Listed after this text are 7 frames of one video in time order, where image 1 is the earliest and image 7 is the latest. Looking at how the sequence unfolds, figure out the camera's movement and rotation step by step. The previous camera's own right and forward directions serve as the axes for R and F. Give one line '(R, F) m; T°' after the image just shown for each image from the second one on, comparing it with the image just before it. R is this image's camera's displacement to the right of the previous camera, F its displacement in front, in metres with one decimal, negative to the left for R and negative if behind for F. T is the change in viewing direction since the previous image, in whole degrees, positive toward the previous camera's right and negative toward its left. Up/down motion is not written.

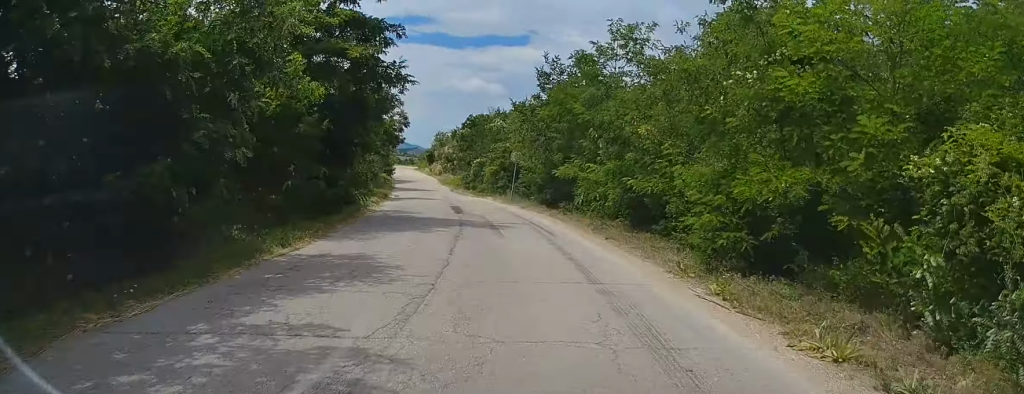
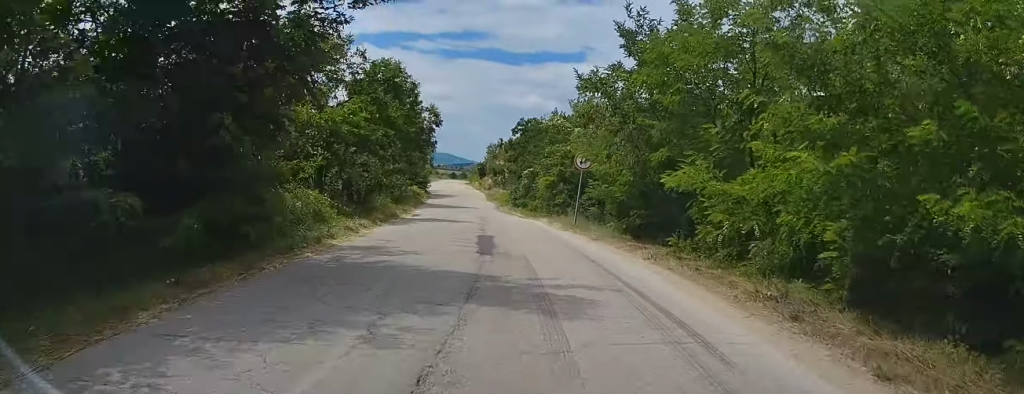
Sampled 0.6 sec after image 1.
(-0.8, +10.2) m; -5°
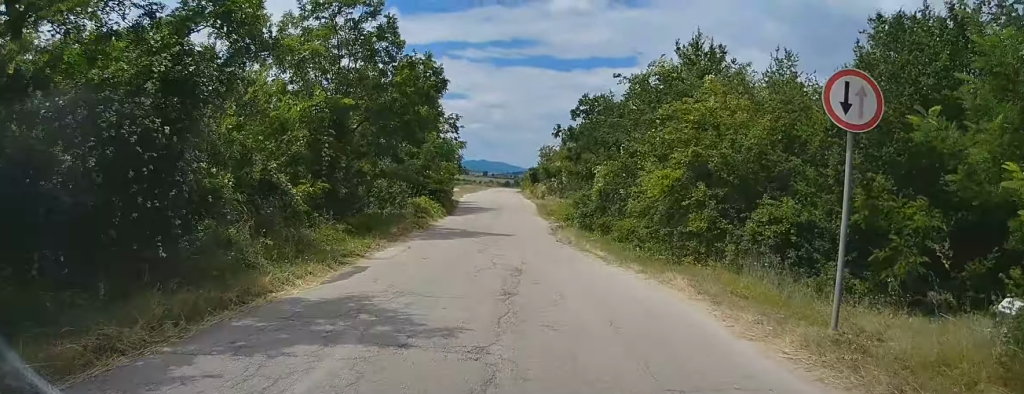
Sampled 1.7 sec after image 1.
(-1.0, +16.4) m; -5°
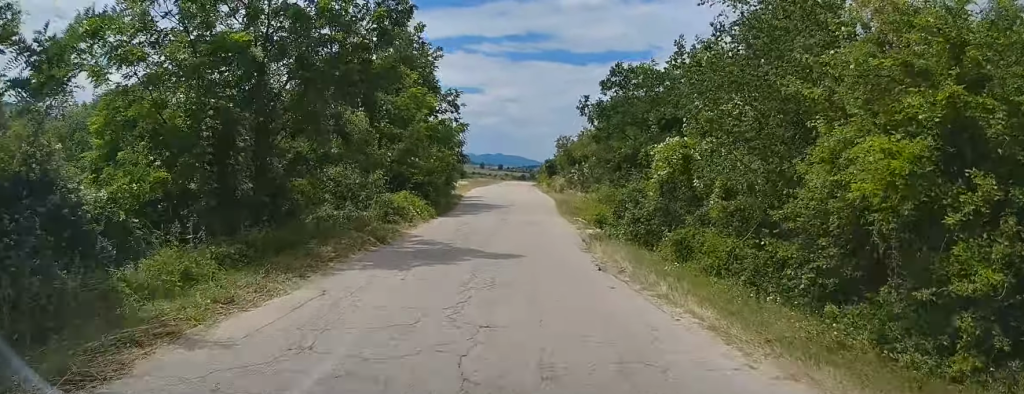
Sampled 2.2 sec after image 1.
(-0.1, +7.9) m; -1°
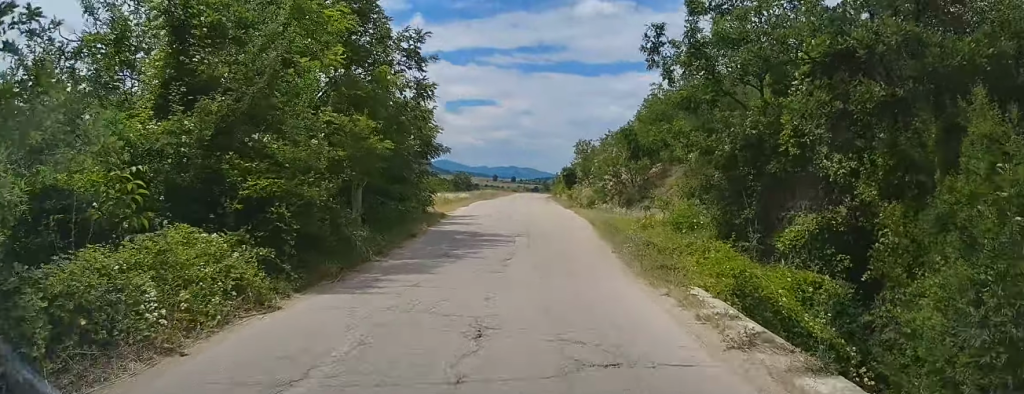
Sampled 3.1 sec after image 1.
(-0.3, +15.1) m; -1°
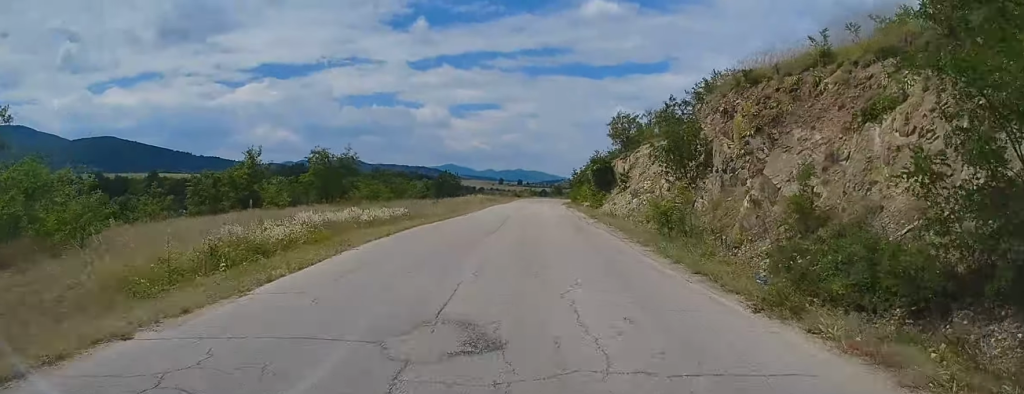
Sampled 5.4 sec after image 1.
(+0.1, +35.7) m; 0°
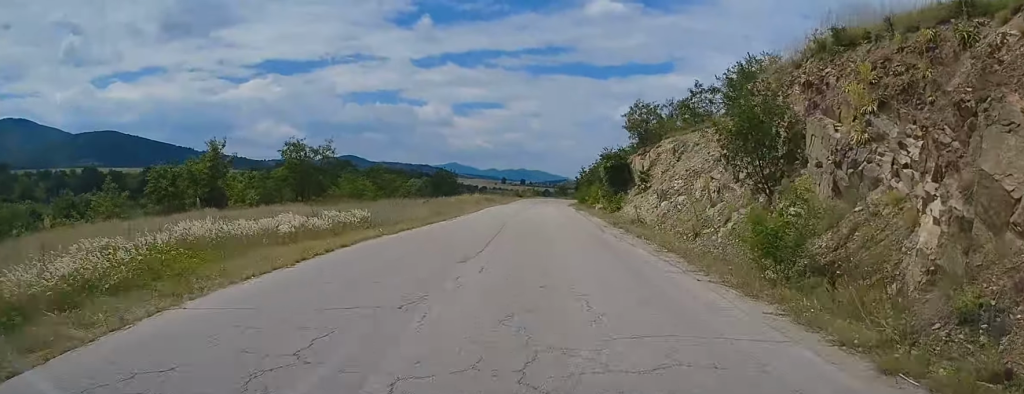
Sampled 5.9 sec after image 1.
(+0.1, +8.0) m; 0°
